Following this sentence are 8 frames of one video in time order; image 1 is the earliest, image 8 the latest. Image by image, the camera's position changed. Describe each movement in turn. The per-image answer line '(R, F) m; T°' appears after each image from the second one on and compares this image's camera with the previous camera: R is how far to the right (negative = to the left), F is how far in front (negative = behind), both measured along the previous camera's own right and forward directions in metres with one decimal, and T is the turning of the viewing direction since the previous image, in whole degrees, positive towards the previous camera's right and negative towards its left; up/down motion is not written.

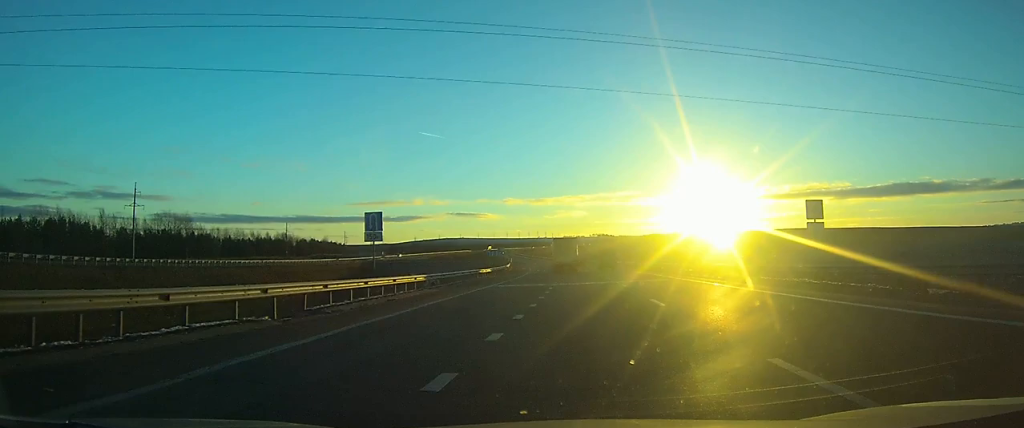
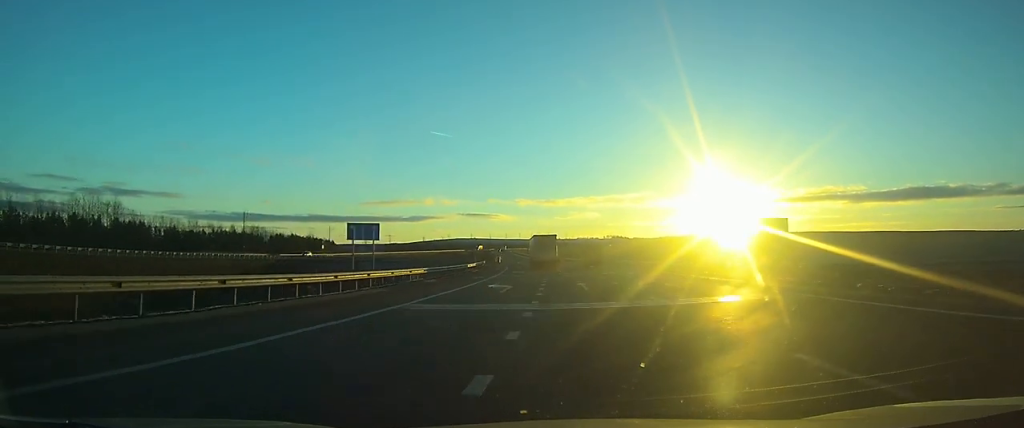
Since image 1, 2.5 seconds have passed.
(-0.8, +56.9) m; -2°
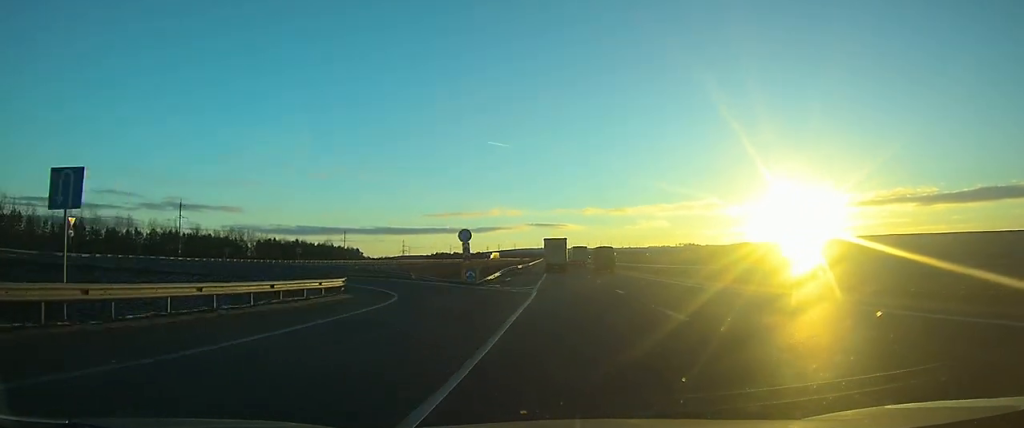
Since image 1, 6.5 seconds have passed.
(-4.6, +100.3) m; -6°
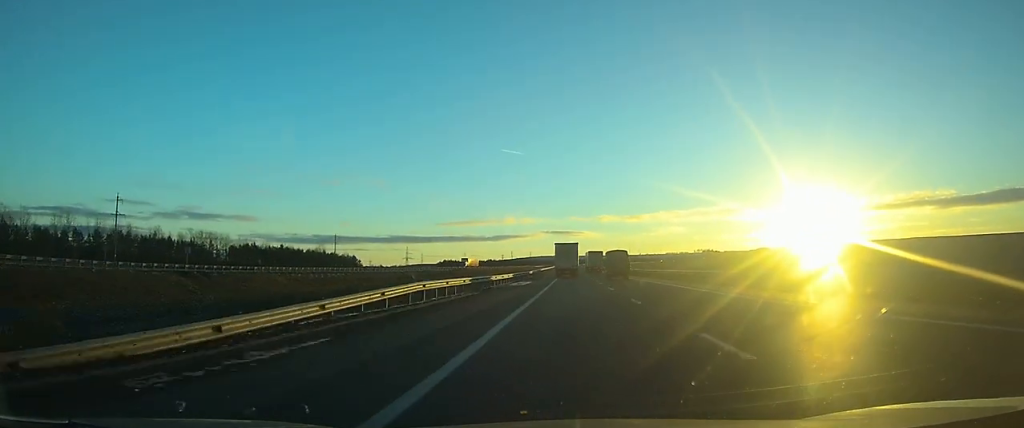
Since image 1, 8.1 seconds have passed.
(-1.0, +39.4) m; -1°
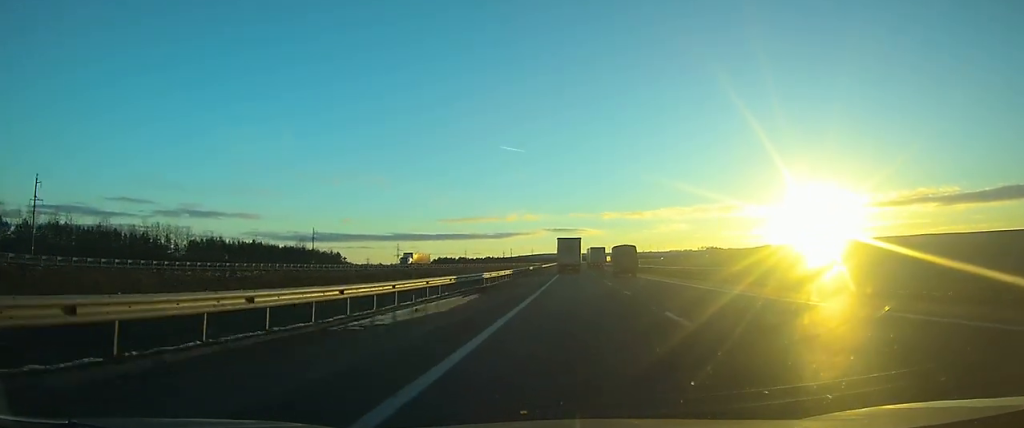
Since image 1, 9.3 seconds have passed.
(-0.1, +31.1) m; 0°
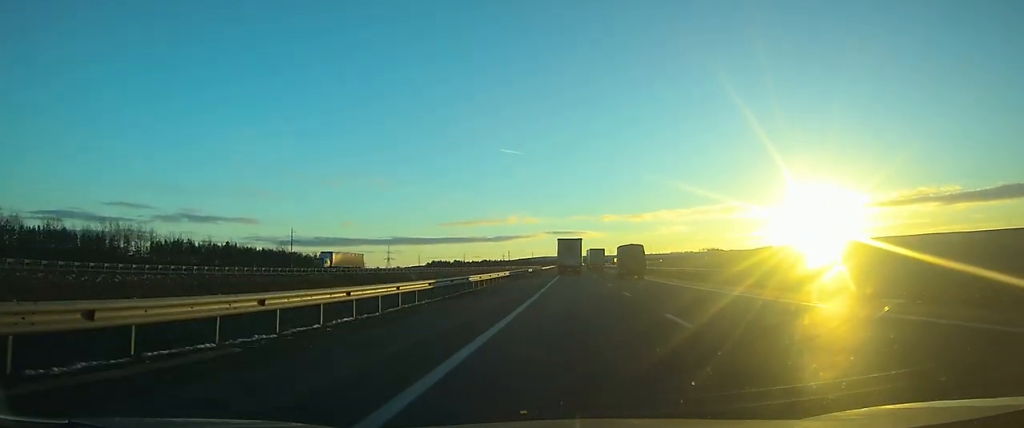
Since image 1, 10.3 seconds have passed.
(+0.1, +22.9) m; 0°
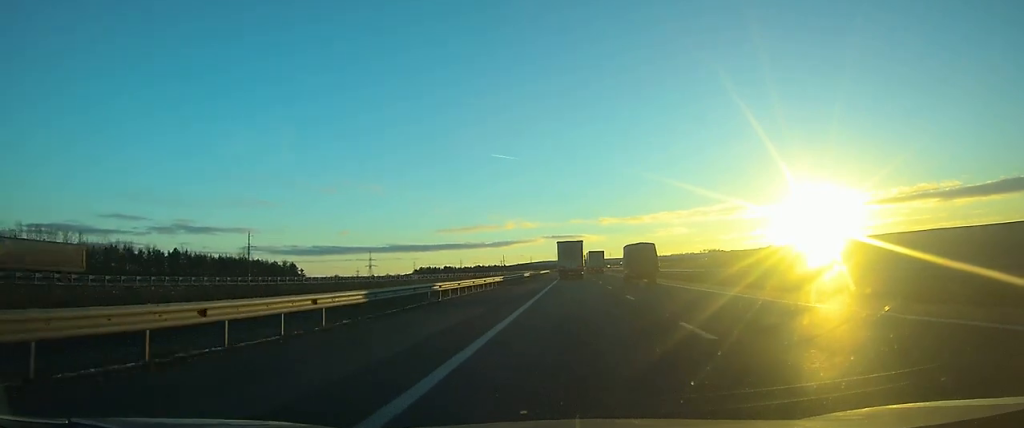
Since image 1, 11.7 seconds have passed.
(-0.2, +36.3) m; 0°
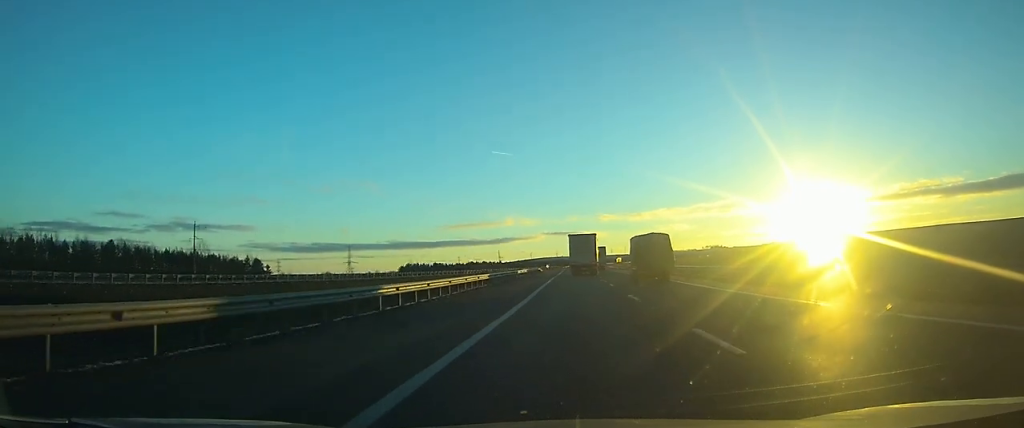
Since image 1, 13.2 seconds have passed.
(-0.1, +38.4) m; 0°
